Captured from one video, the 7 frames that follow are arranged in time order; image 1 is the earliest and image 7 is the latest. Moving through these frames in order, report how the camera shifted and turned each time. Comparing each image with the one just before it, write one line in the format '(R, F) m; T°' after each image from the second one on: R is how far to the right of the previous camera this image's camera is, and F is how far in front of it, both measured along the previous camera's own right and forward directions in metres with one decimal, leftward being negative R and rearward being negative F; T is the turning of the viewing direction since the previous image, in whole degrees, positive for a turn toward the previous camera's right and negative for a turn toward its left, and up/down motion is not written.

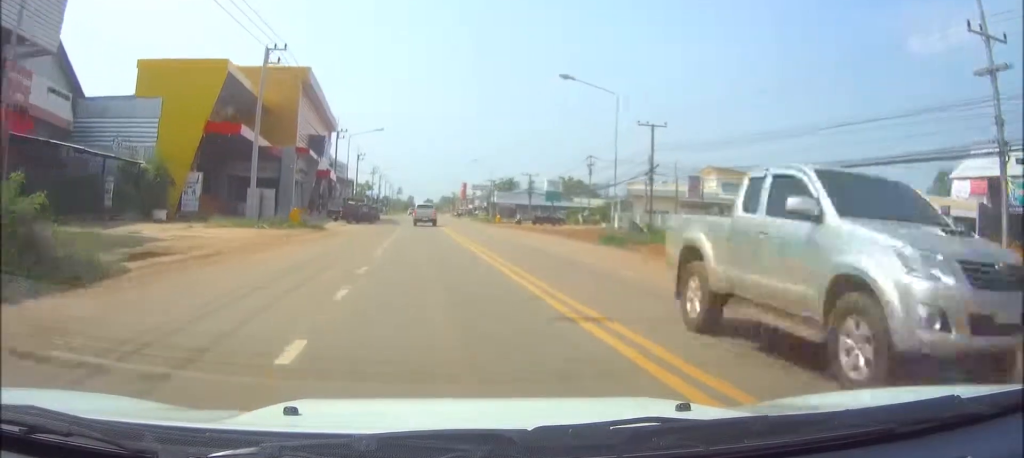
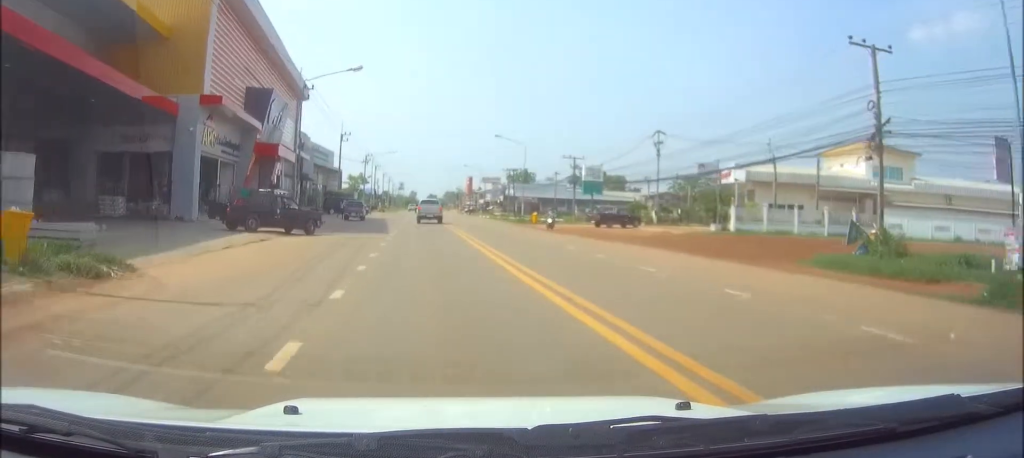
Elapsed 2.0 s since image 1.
(0.0, +27.8) m; 0°
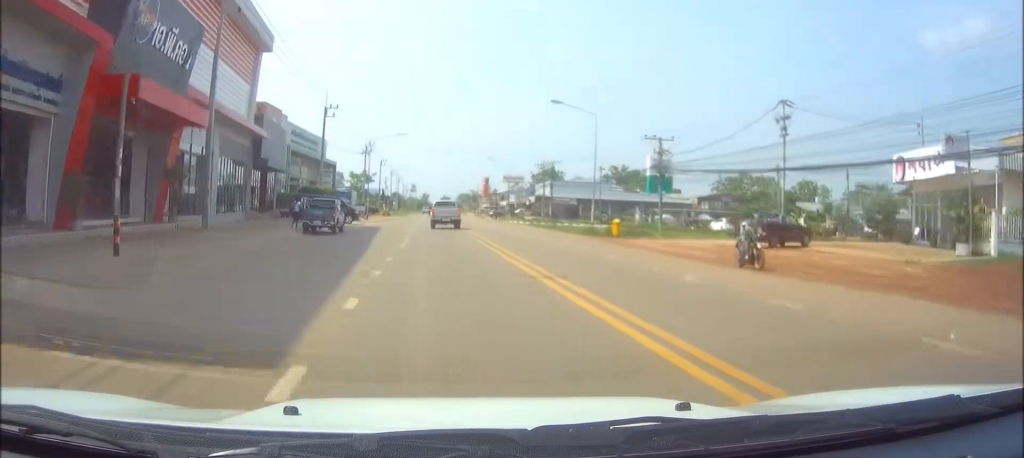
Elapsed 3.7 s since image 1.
(0.0, +24.1) m; 0°
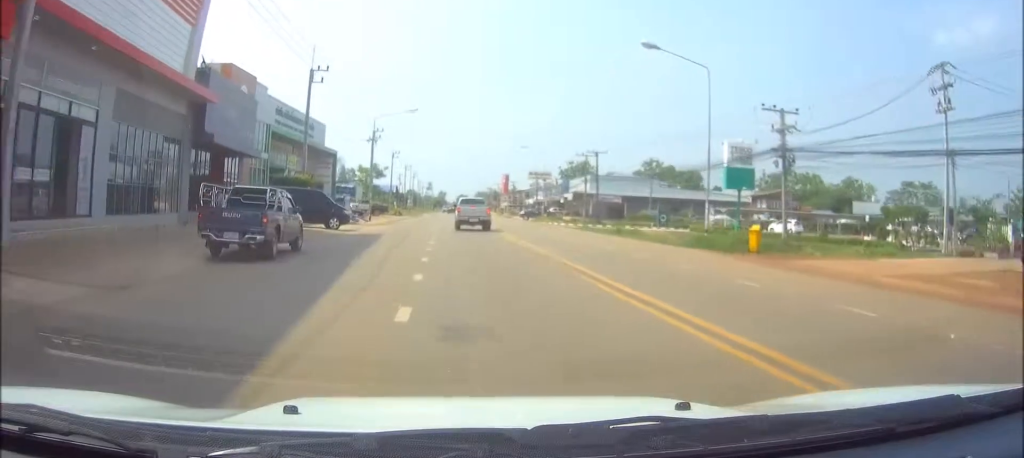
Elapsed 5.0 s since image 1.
(-0.2, +17.1) m; -1°
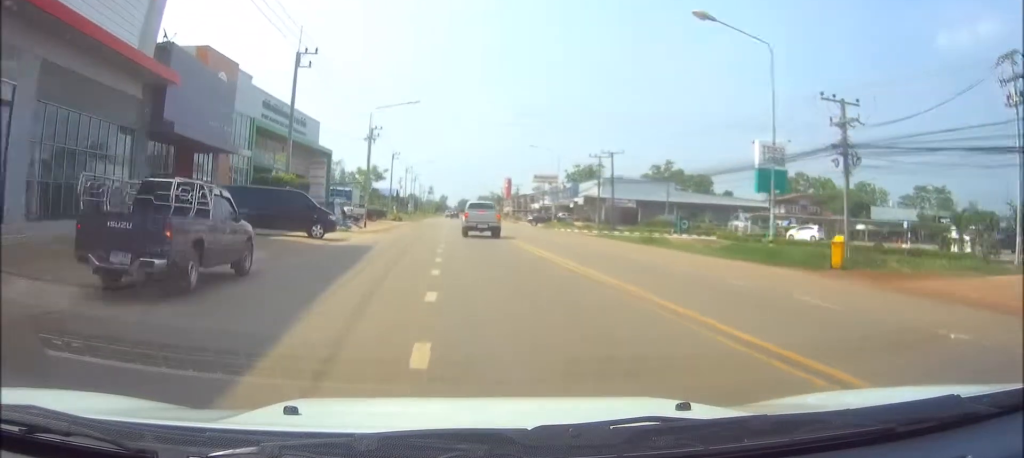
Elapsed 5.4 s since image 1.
(0.0, +6.5) m; 0°
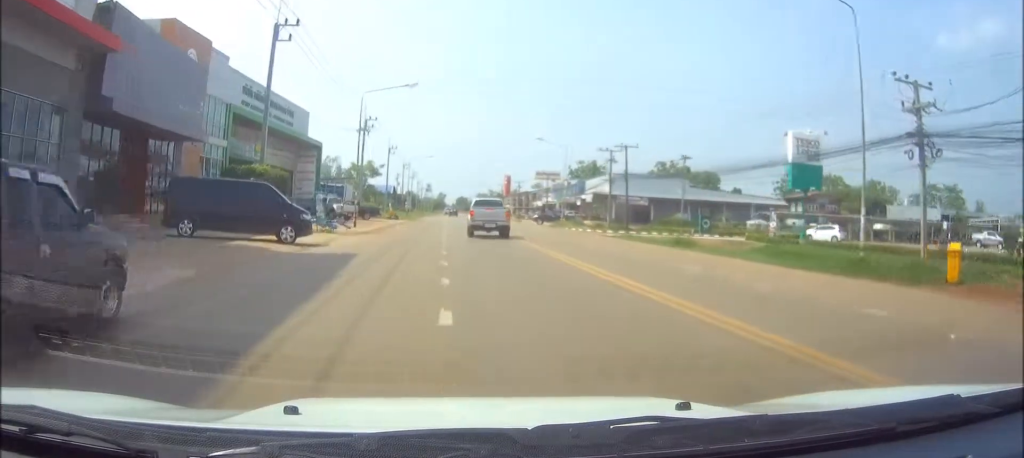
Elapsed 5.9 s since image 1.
(0.0, +6.0) m; 0°
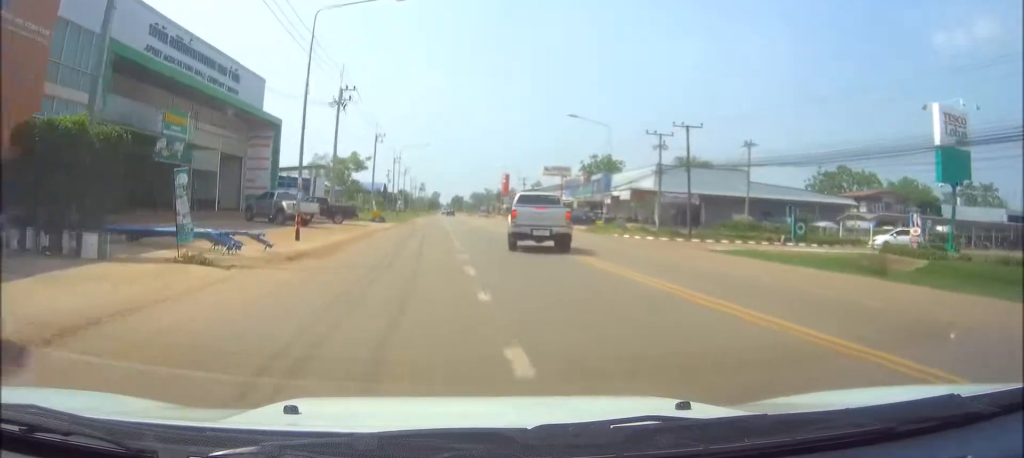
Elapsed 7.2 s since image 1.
(0.0, +18.1) m; 0°
